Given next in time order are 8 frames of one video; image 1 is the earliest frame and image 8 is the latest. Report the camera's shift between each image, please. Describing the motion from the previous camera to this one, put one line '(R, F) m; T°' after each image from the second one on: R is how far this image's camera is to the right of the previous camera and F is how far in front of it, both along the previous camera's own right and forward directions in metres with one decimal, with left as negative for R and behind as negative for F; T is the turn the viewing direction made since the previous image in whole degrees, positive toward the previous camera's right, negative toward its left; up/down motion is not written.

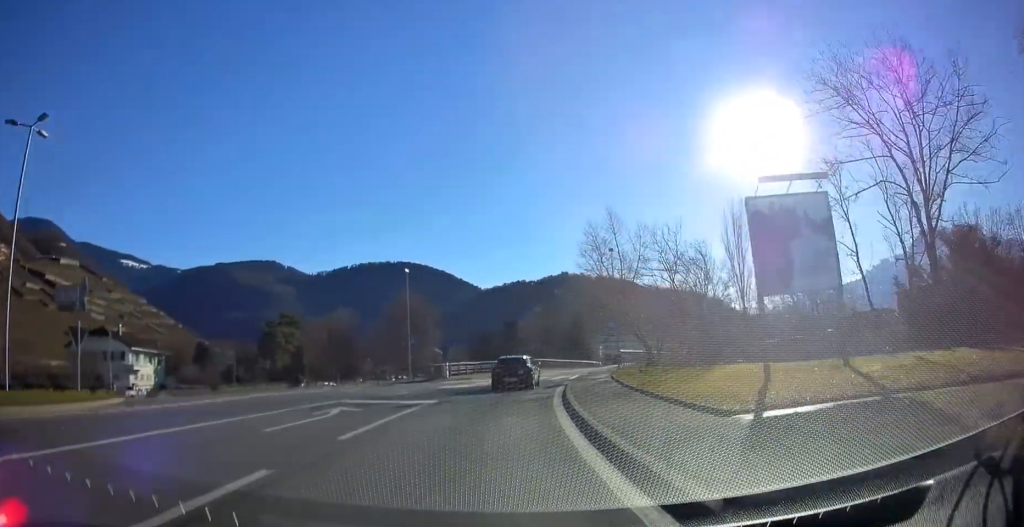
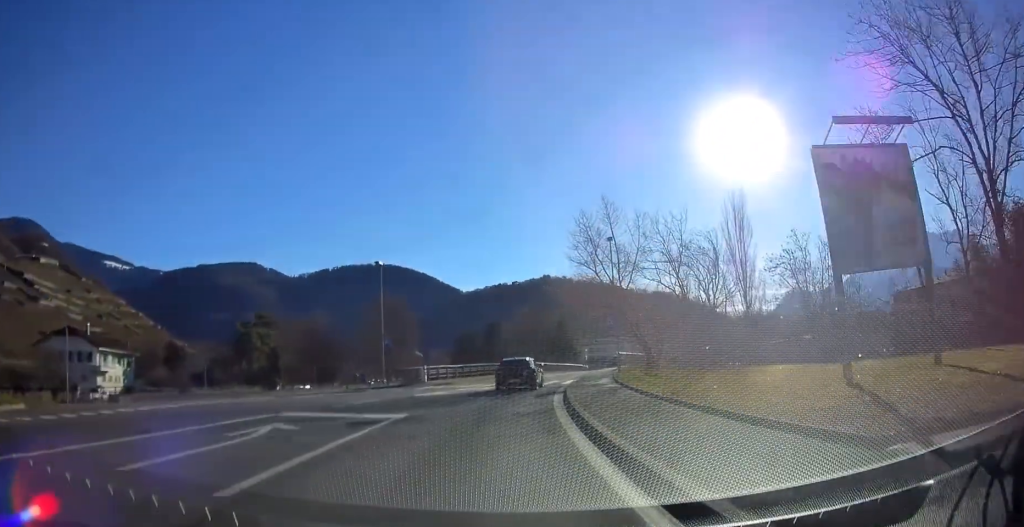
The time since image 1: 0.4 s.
(+0.3, +4.5) m; +2°
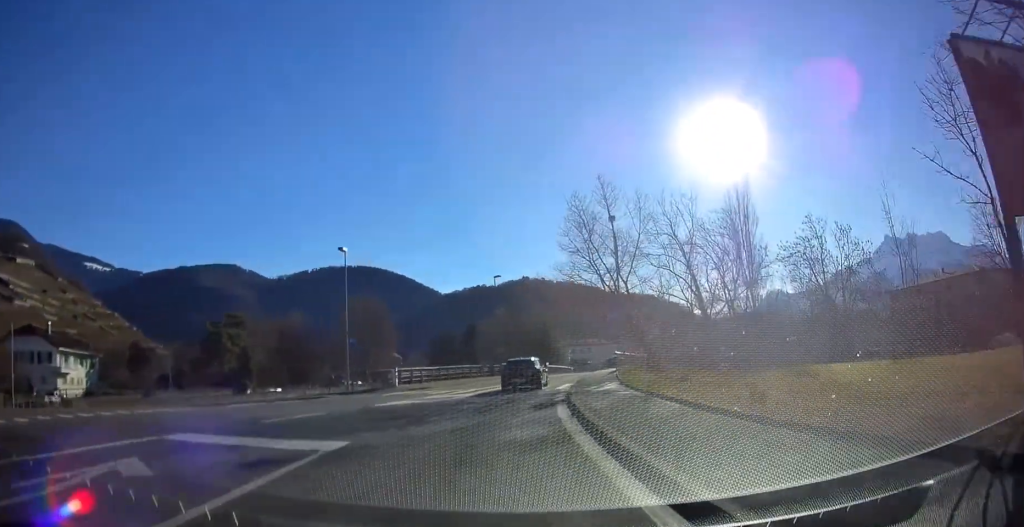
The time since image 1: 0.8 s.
(+0.1, +4.9) m; +3°
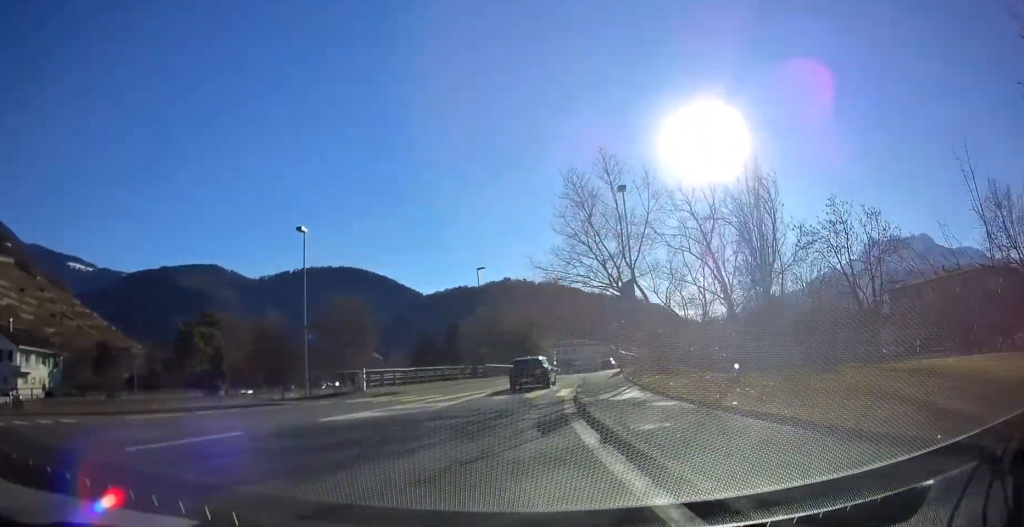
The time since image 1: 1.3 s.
(+0.1, +5.0) m; +2°
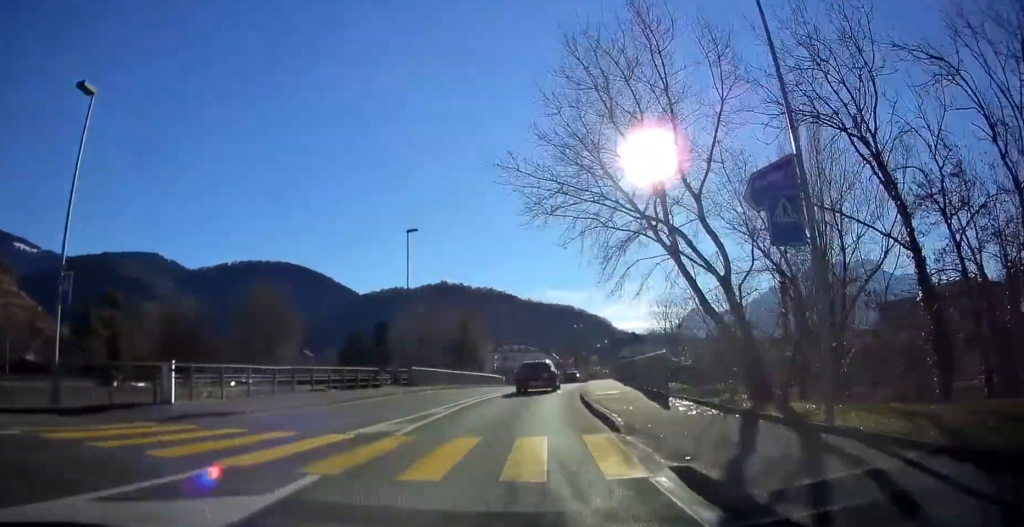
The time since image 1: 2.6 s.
(+0.6, +15.2) m; +5°
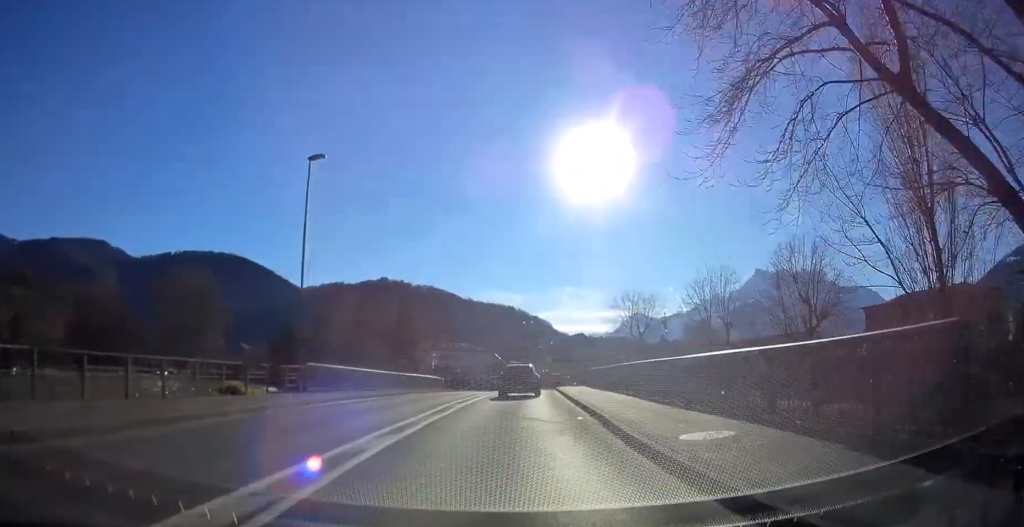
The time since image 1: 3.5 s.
(+0.5, +11.5) m; +5°
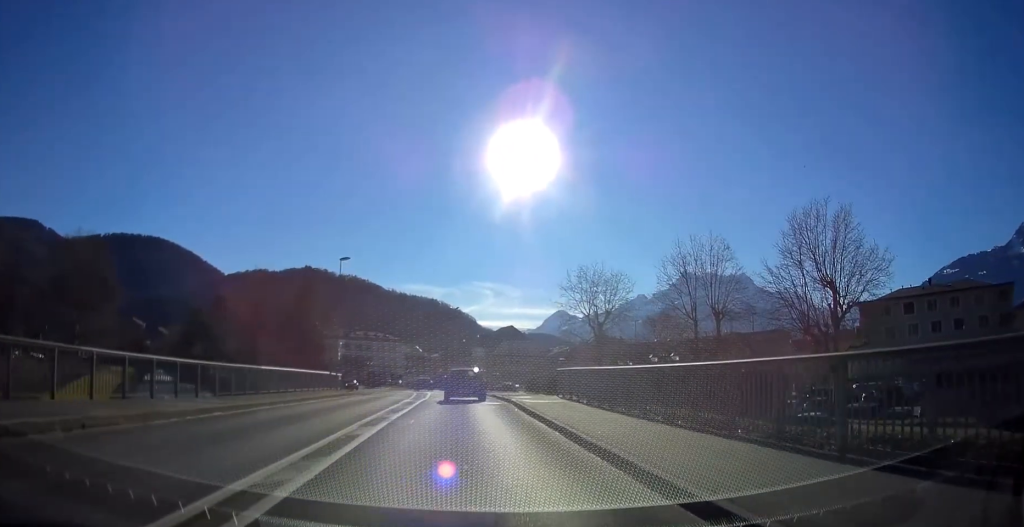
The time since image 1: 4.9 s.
(+1.2, +16.6) m; +7°
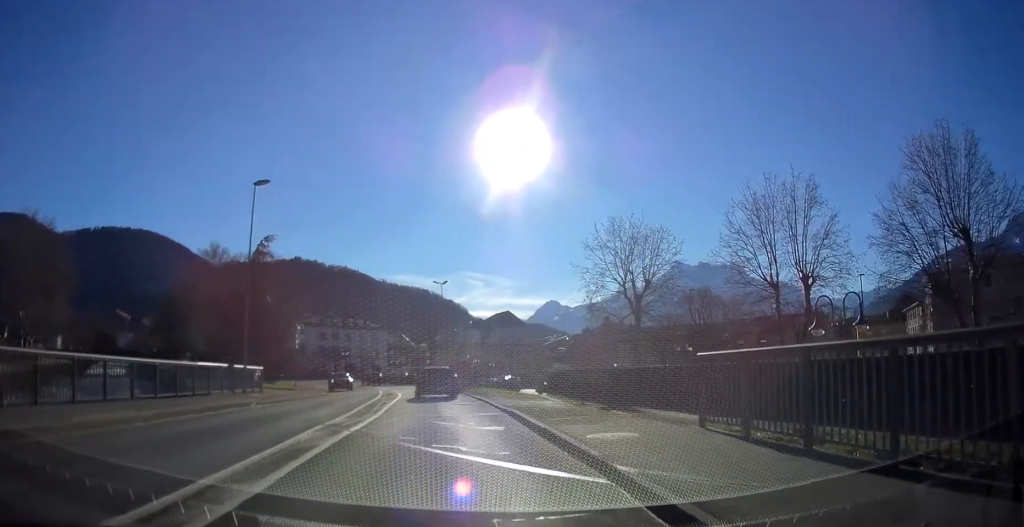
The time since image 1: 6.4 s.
(+0.4, +16.6) m; +2°
